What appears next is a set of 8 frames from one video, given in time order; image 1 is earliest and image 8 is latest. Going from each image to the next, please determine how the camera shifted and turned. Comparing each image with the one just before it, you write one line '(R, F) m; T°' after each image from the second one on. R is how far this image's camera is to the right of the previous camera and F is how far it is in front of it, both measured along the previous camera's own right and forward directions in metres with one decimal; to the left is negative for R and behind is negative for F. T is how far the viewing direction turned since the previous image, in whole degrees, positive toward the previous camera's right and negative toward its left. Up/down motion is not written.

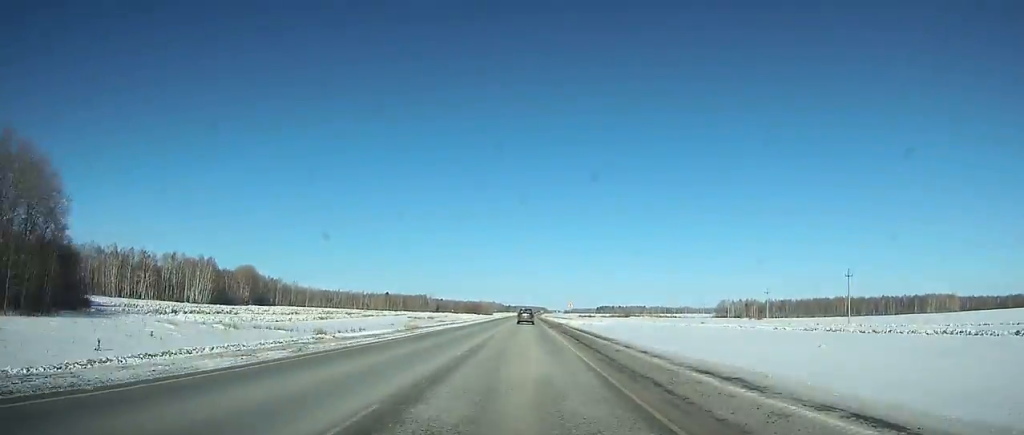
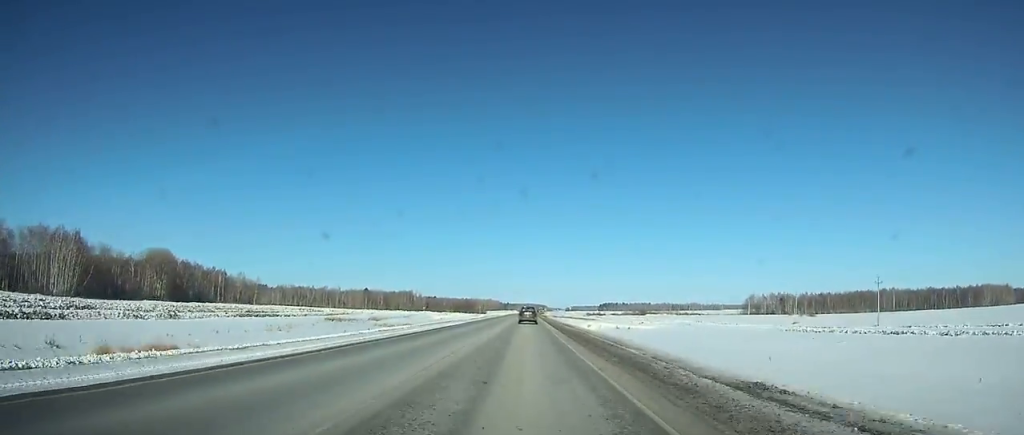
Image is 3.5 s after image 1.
(+0.1, +84.4) m; 0°
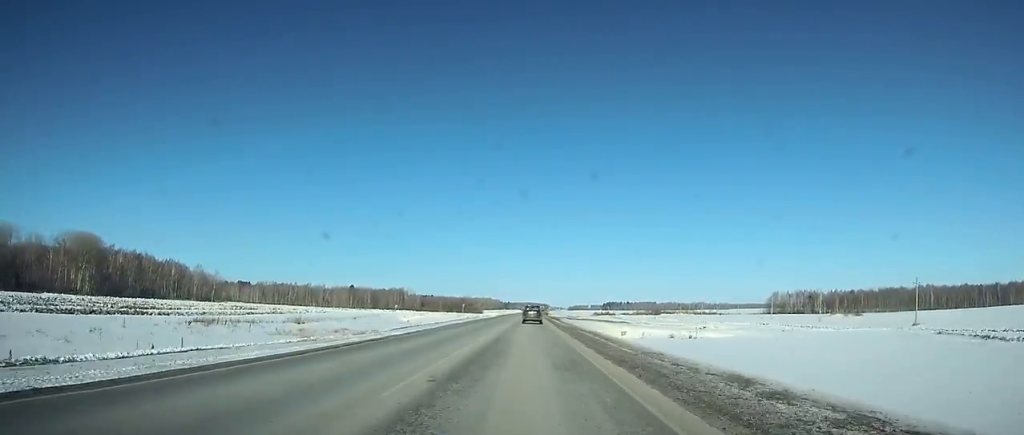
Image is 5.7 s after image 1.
(+0.1, +52.0) m; 0°
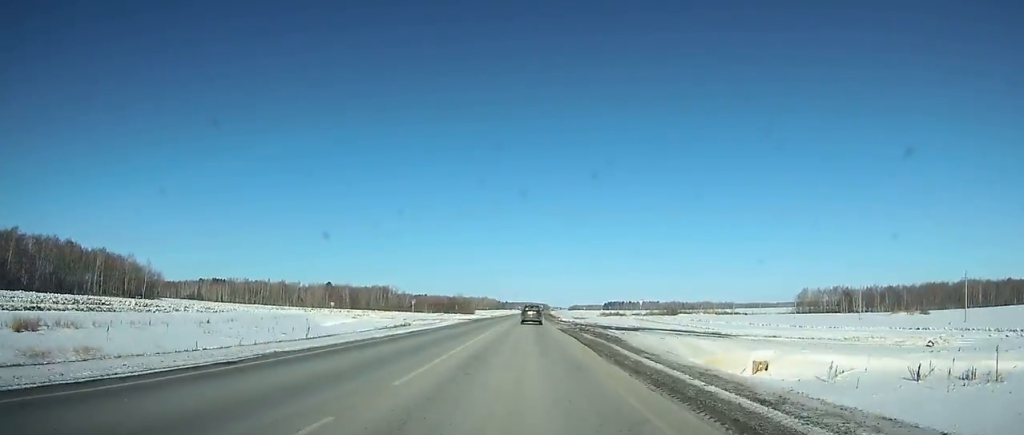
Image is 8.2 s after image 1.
(+0.1, +58.2) m; 0°
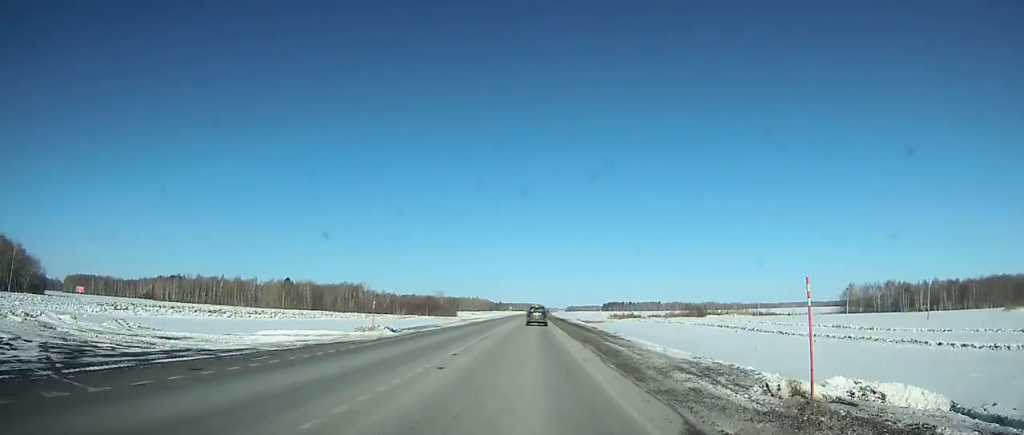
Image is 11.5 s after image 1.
(+0.2, +76.3) m; +1°
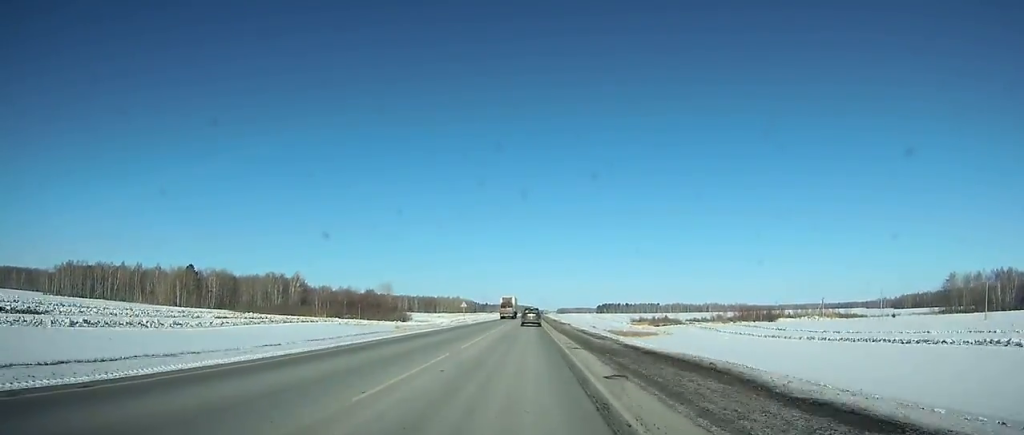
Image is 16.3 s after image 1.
(+1.4, +112.2) m; +1°
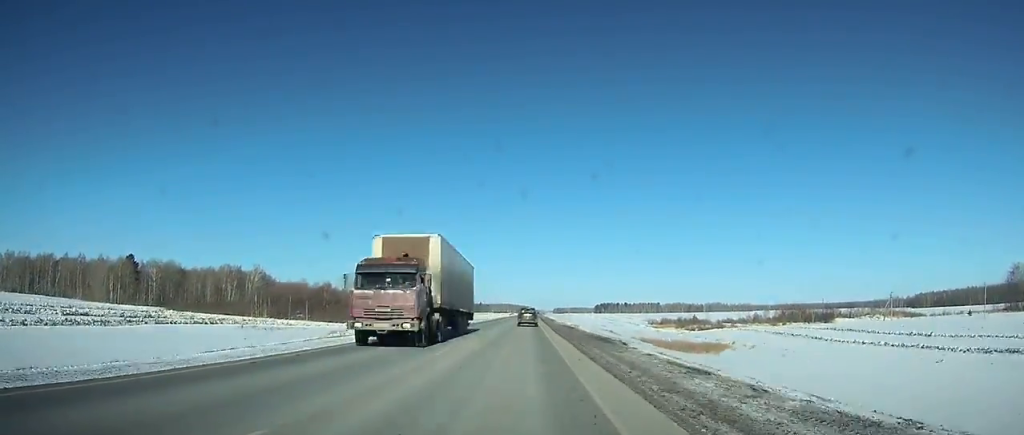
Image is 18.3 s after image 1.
(+0.1, +47.4) m; 0°
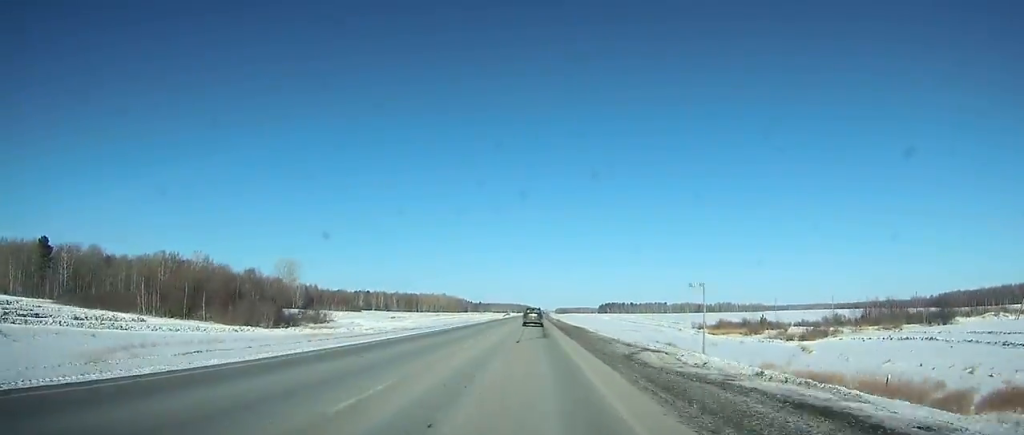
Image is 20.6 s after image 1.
(0.0, +55.4) m; 0°
